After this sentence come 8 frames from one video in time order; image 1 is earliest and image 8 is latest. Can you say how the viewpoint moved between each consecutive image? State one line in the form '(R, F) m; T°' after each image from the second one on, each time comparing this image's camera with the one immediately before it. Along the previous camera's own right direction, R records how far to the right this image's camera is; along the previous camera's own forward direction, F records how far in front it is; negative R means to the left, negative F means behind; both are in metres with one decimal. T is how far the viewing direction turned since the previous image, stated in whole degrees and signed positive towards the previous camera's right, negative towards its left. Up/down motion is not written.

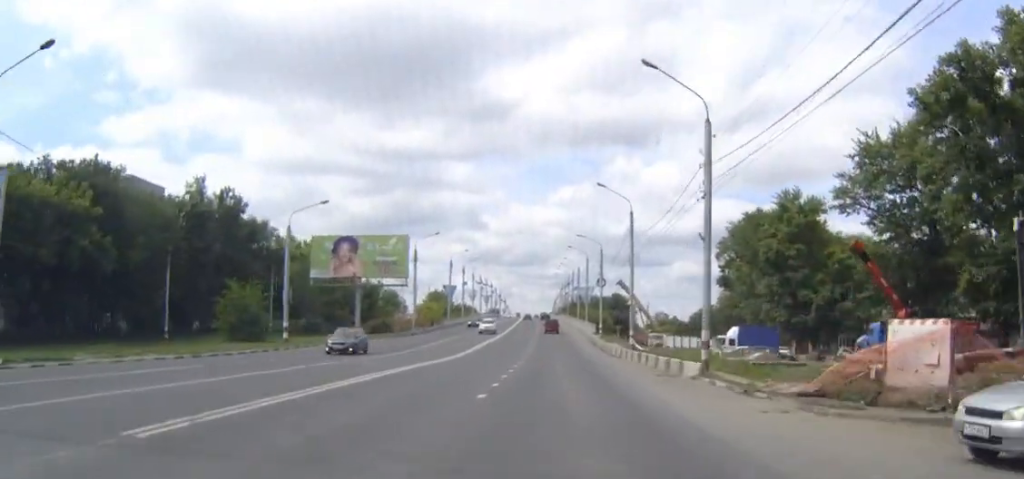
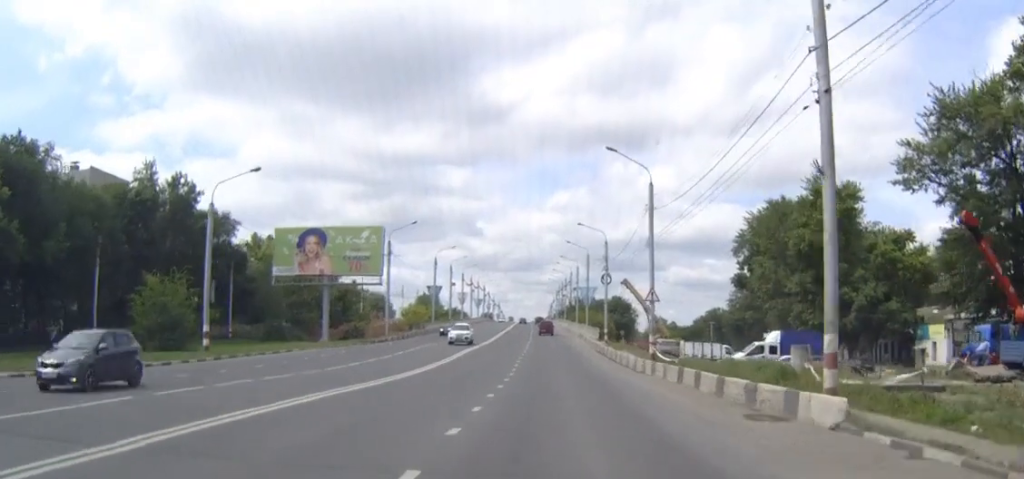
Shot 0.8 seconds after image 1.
(0.0, +13.2) m; 0°
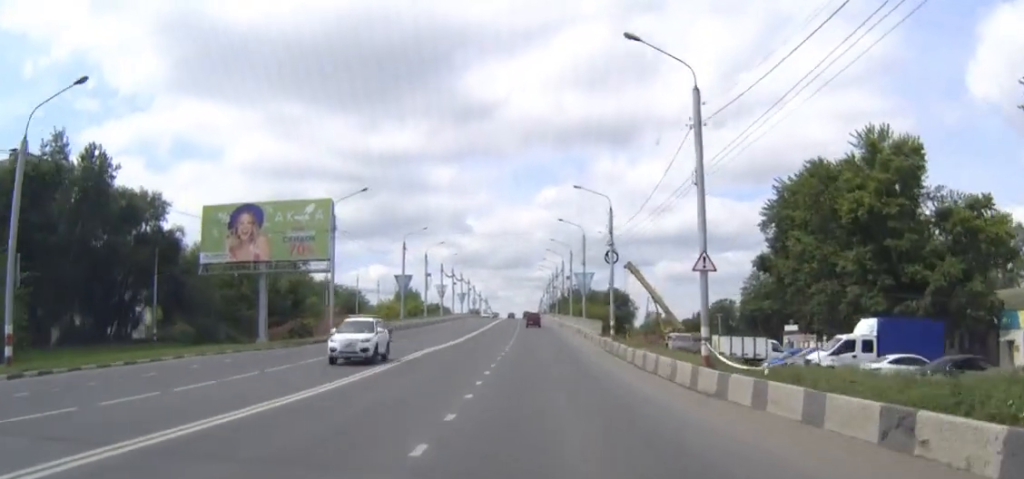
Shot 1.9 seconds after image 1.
(+0.2, +17.6) m; +1°
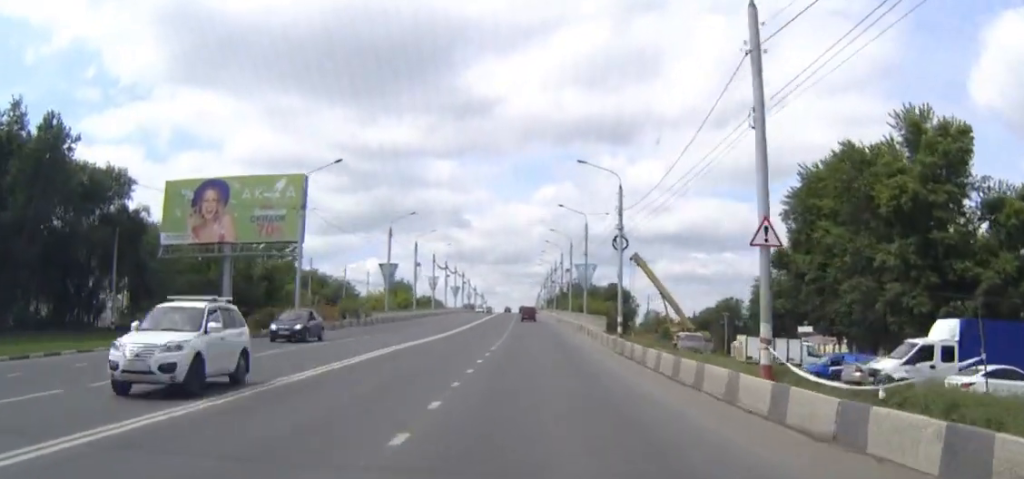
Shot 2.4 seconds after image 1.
(+0.1, +8.1) m; 0°
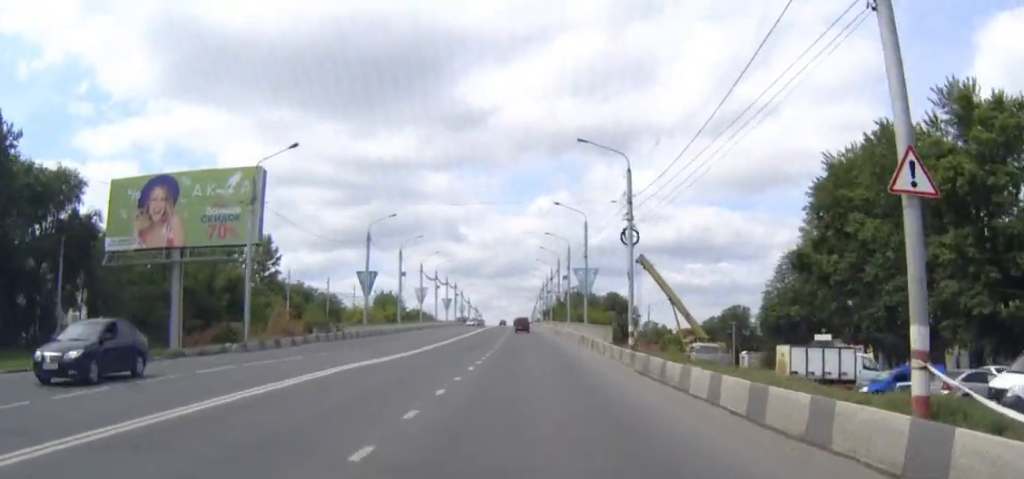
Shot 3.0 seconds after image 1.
(0.0, +8.8) m; 0°
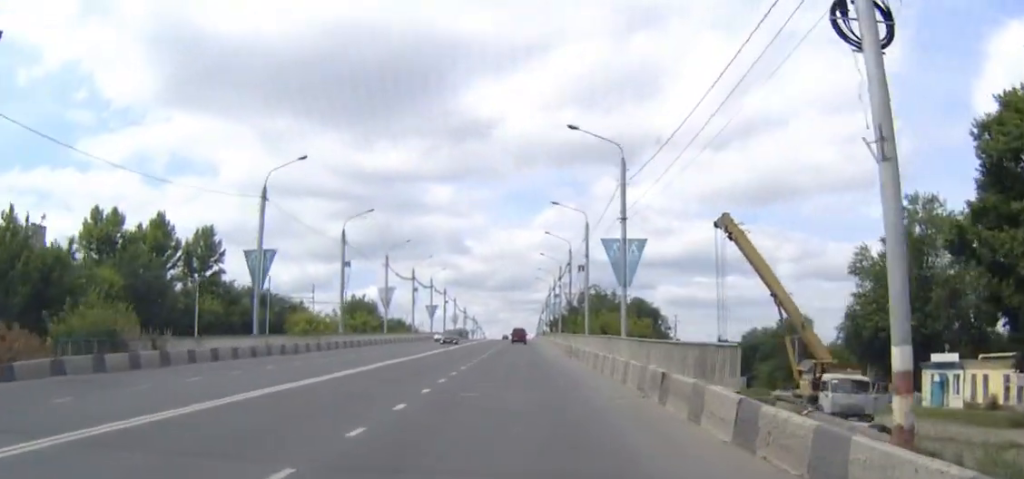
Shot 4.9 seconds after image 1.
(-0.1, +32.4) m; 0°
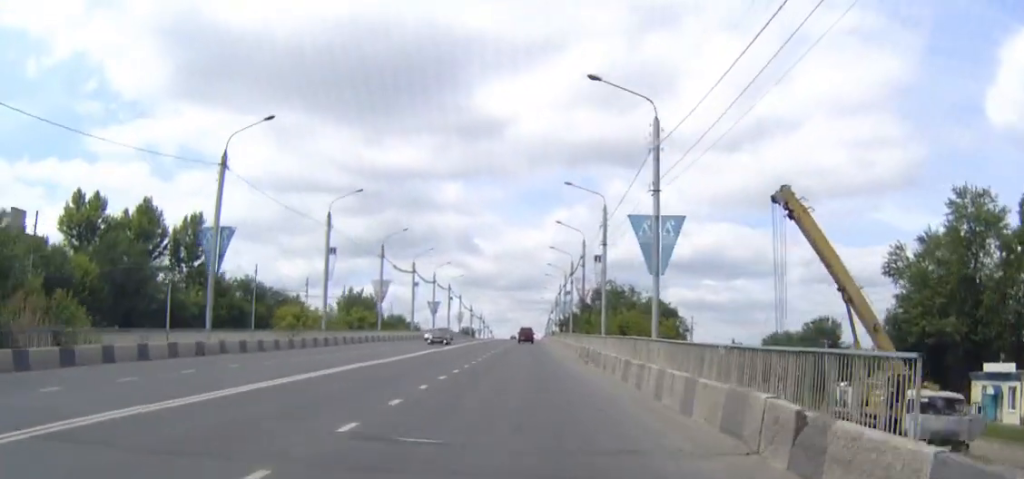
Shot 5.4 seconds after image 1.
(0.0, +8.6) m; -1°
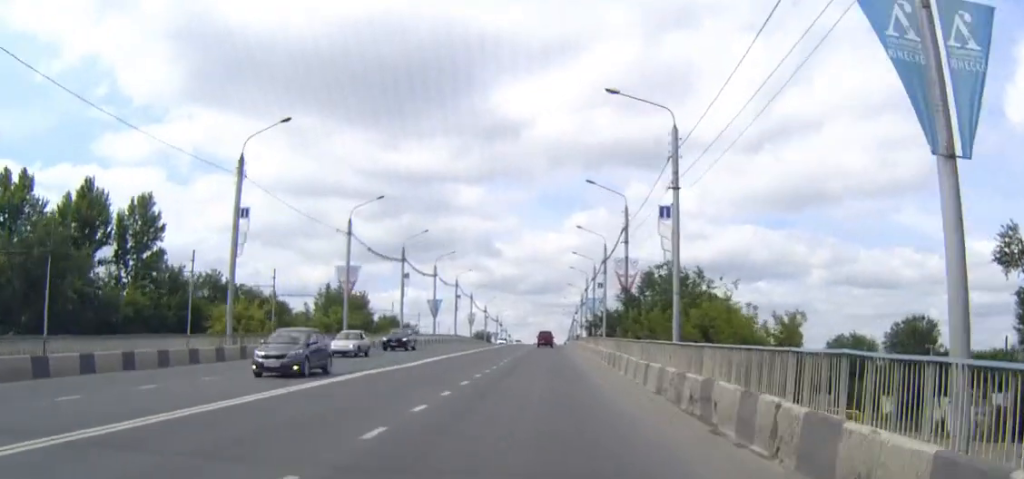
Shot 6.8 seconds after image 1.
(-0.4, +23.6) m; -2°
